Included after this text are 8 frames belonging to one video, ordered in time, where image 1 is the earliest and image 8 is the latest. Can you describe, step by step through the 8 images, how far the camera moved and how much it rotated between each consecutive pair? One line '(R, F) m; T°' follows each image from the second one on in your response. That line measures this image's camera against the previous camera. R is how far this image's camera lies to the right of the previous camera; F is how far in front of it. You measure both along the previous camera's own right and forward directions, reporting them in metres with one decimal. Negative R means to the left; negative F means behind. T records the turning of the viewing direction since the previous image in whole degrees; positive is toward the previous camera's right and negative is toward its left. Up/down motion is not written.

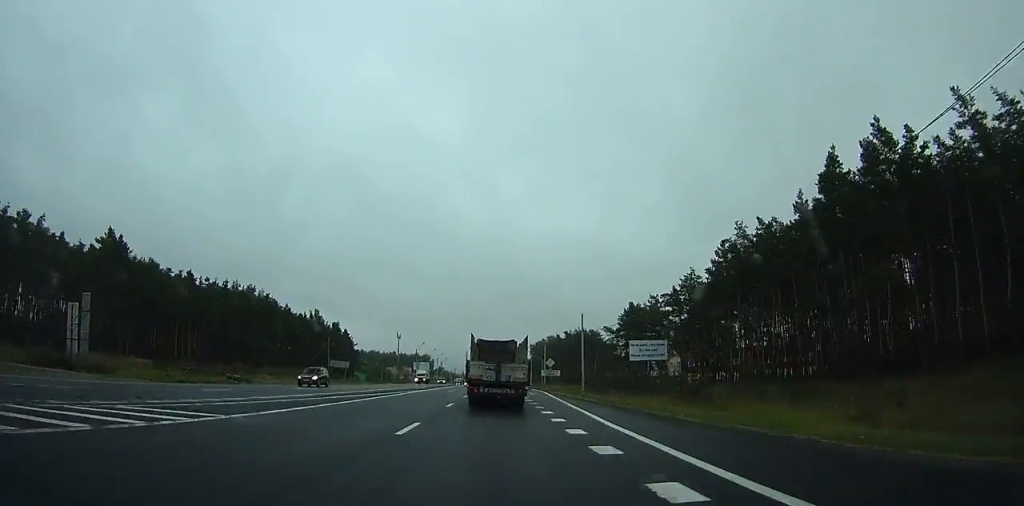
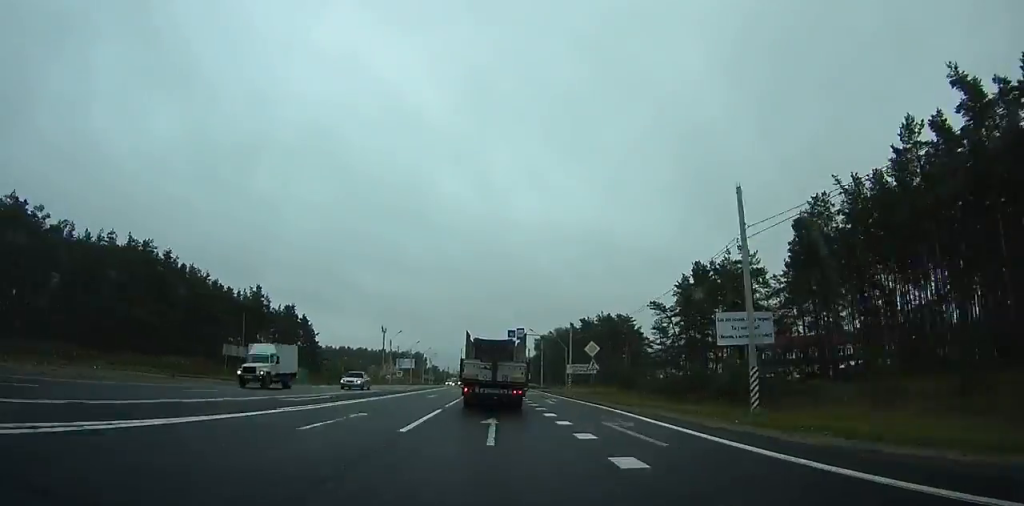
(-0.3, +36.9) m; 0°
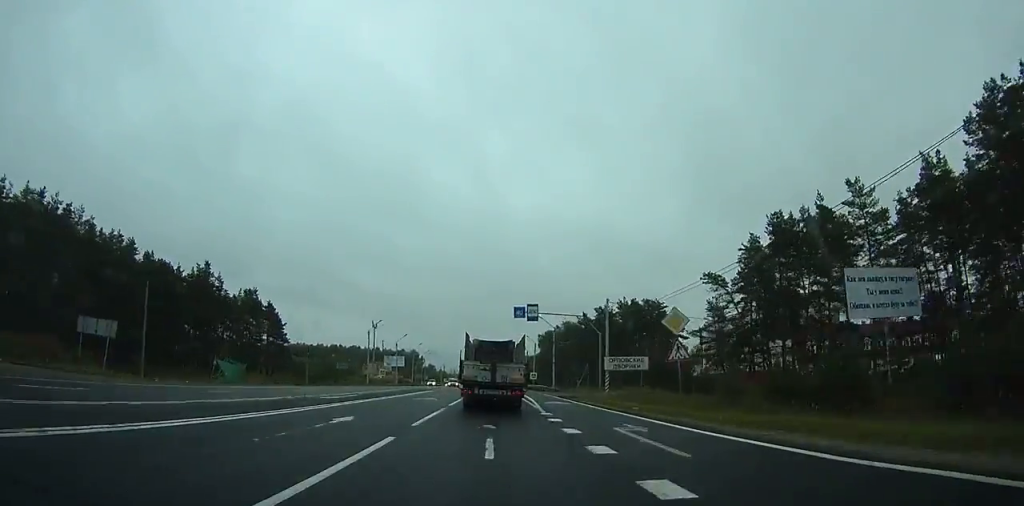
(+0.2, +21.5) m; 0°
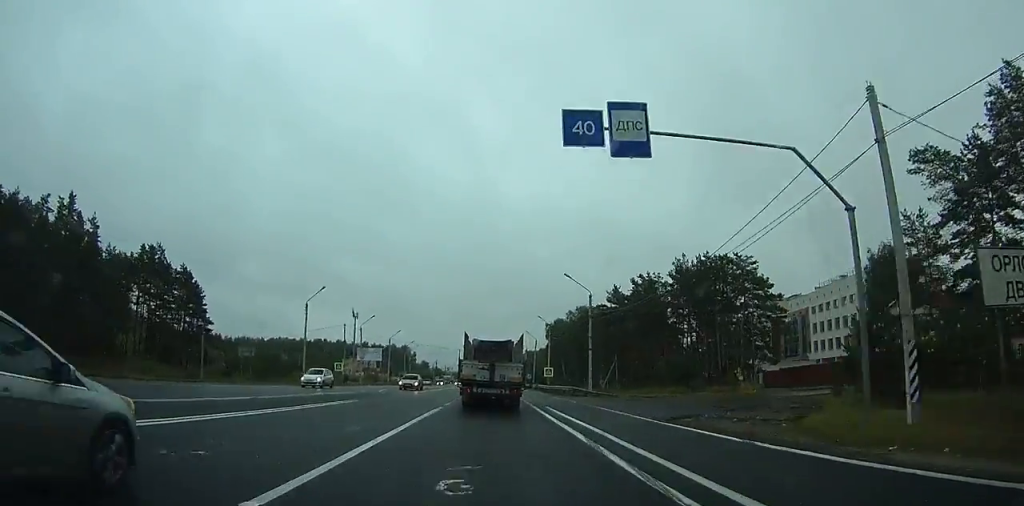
(+0.1, +34.2) m; 0°
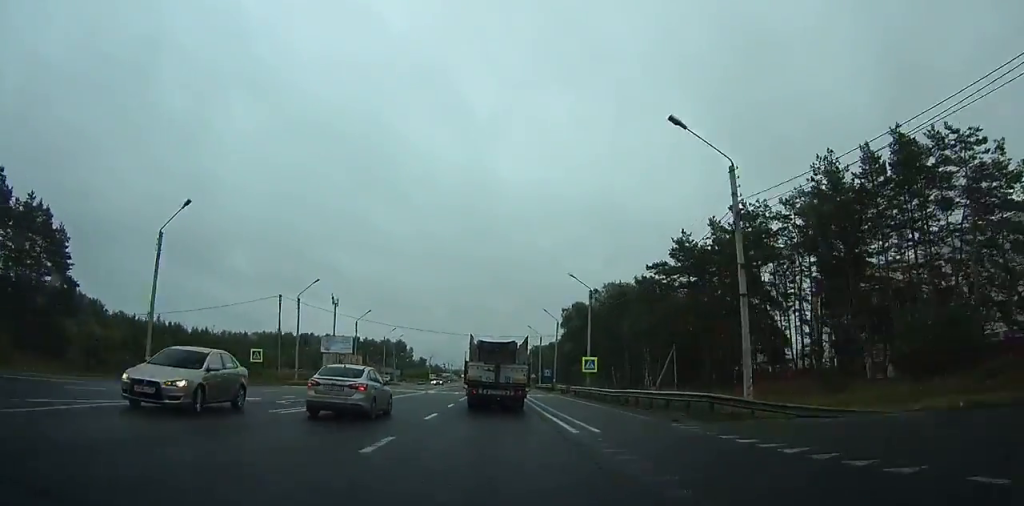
(0.0, +34.9) m; 0°
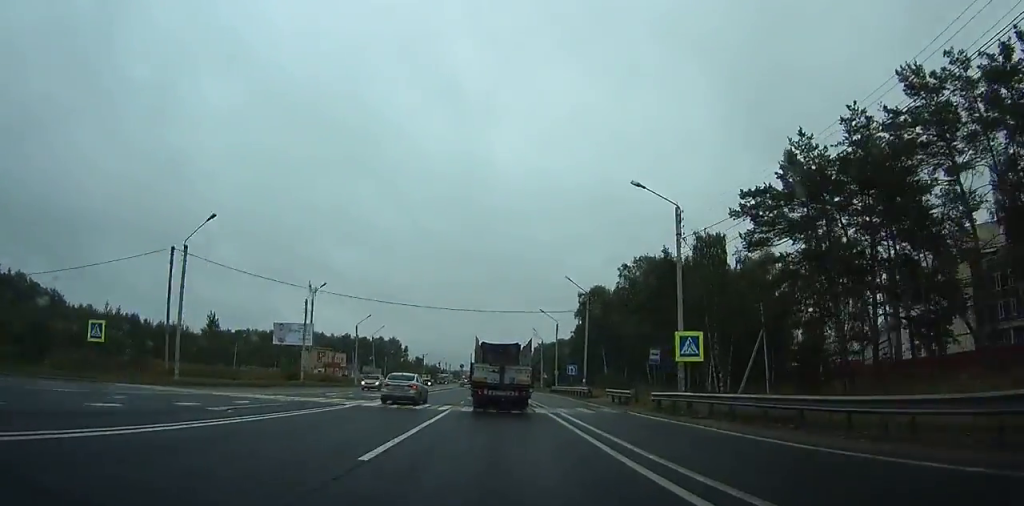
(-0.1, +28.6) m; 0°
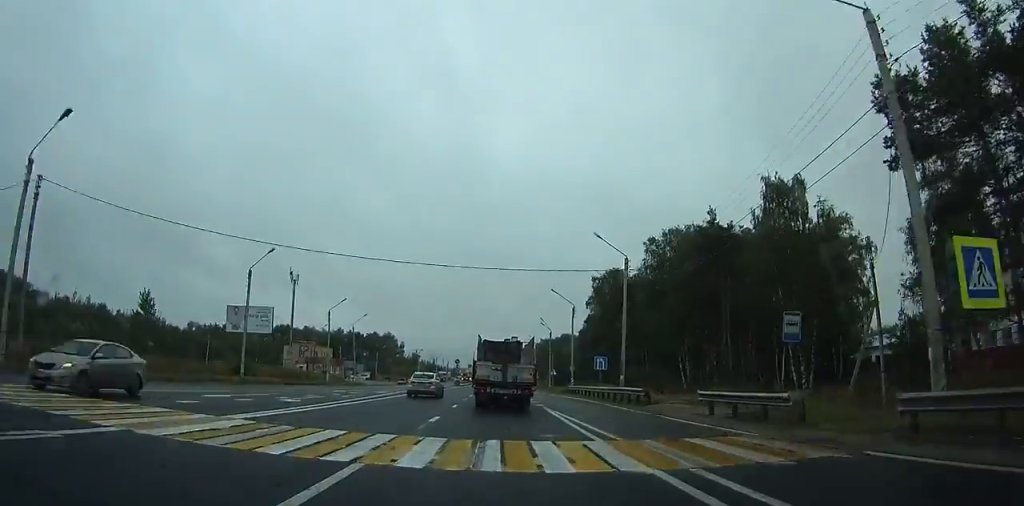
(-0.1, +18.0) m; 0°
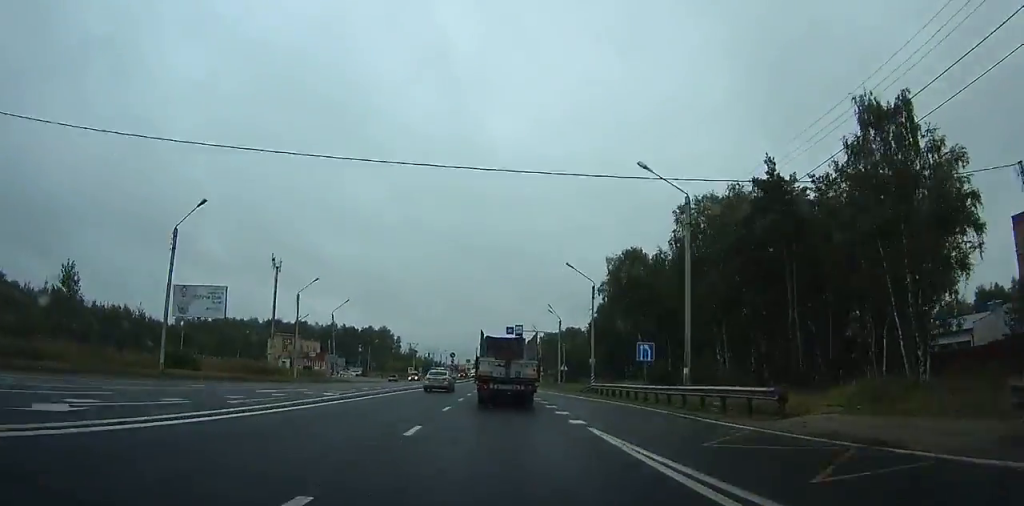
(0.0, +14.1) m; 0°
